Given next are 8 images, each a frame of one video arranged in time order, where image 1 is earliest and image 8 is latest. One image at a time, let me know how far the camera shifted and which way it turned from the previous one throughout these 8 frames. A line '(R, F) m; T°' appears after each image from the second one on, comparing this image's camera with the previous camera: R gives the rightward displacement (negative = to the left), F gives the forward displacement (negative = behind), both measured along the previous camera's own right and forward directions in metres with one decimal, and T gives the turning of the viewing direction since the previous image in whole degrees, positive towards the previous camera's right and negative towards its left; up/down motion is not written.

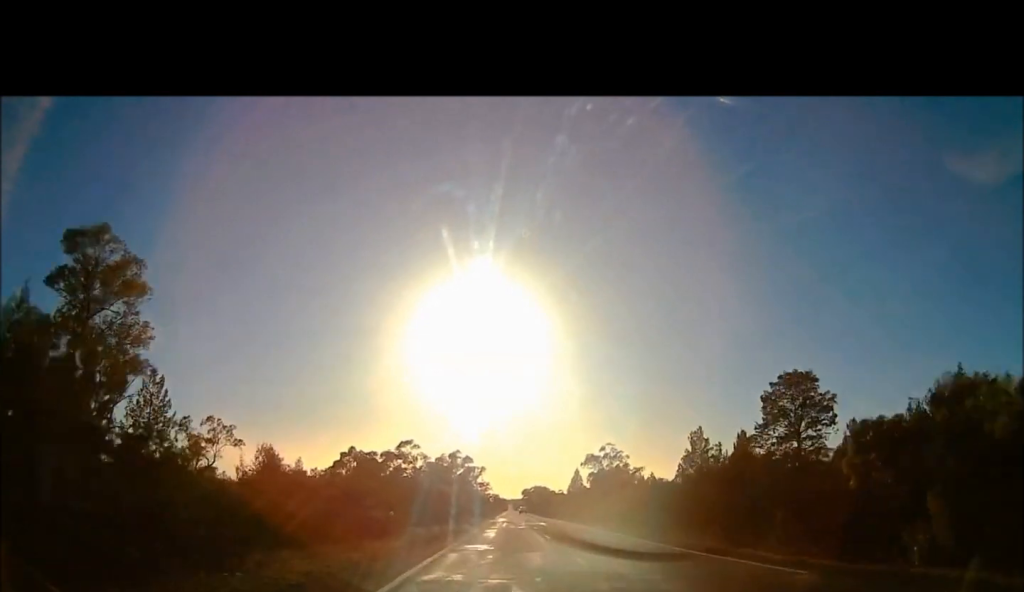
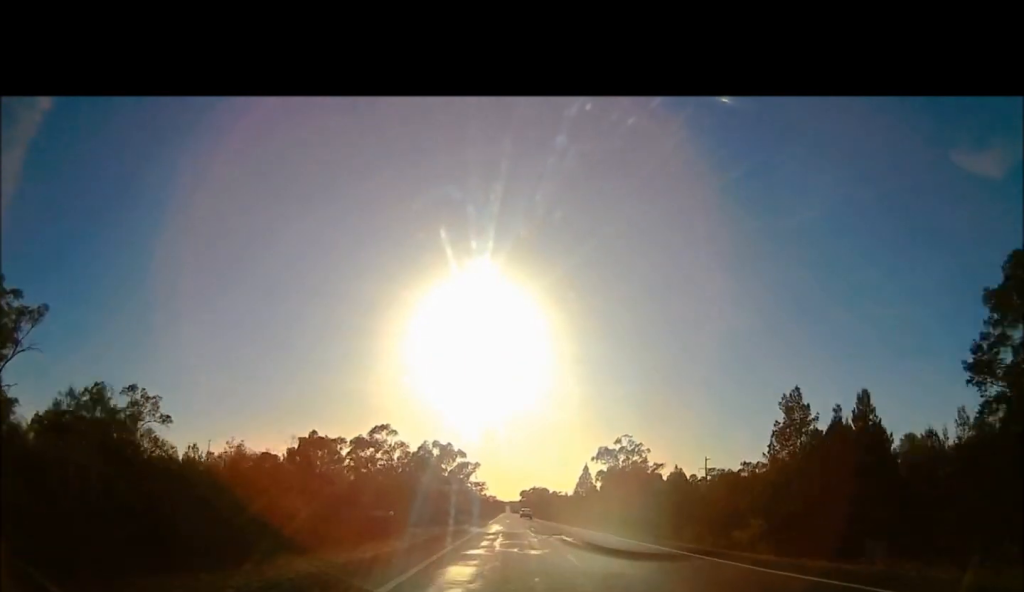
(+0.7, +21.1) m; +2°
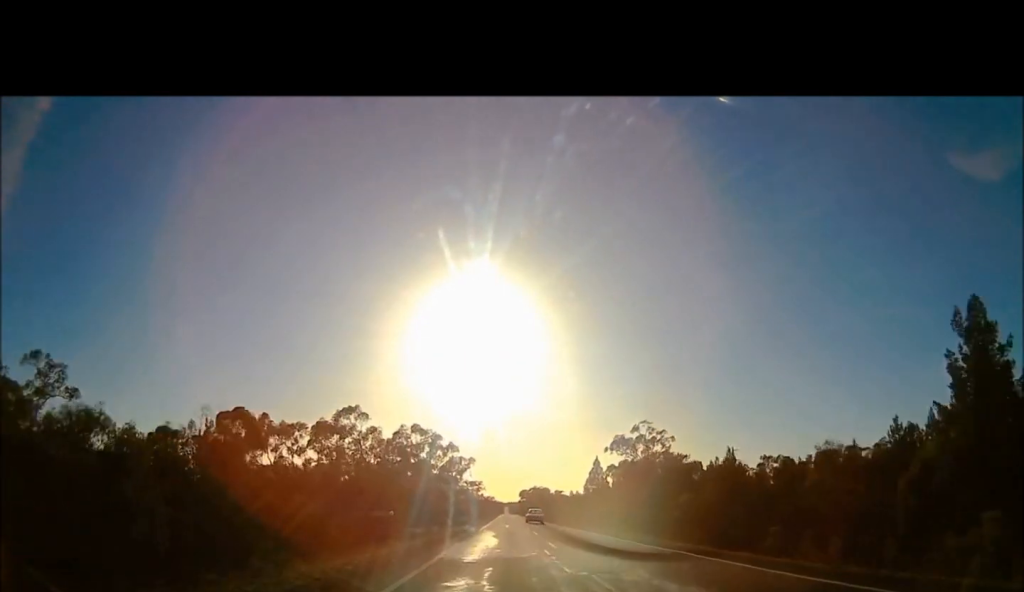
(0.0, +17.8) m; 0°
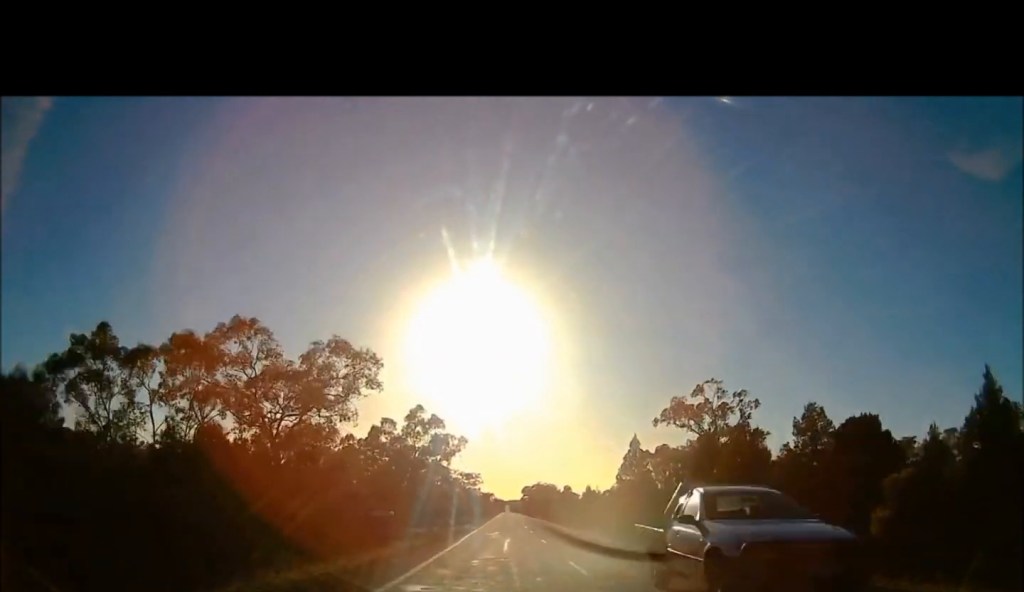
(0.0, +32.4) m; 0°
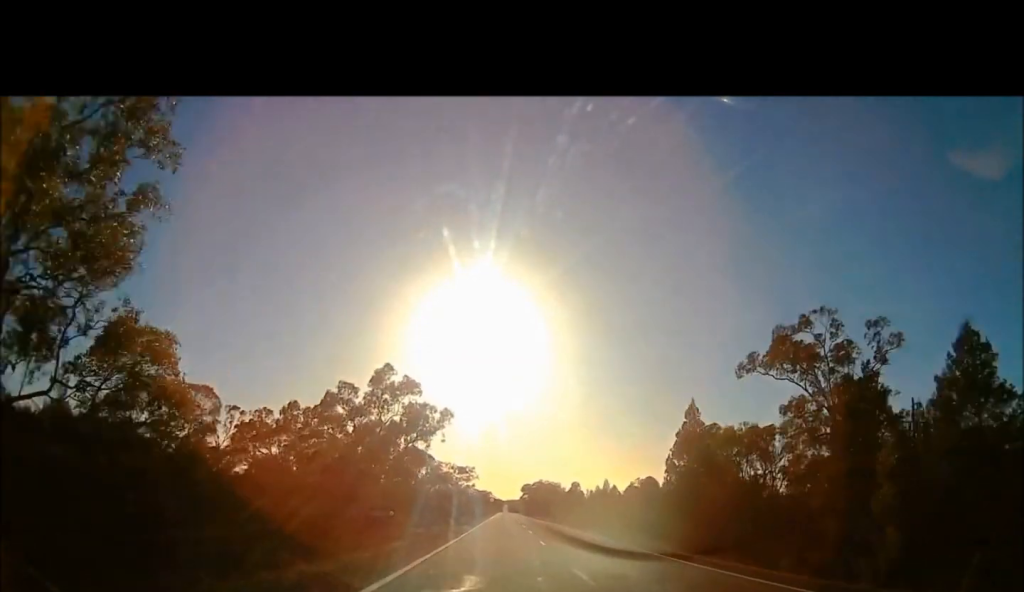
(0.0, +26.9) m; 0°
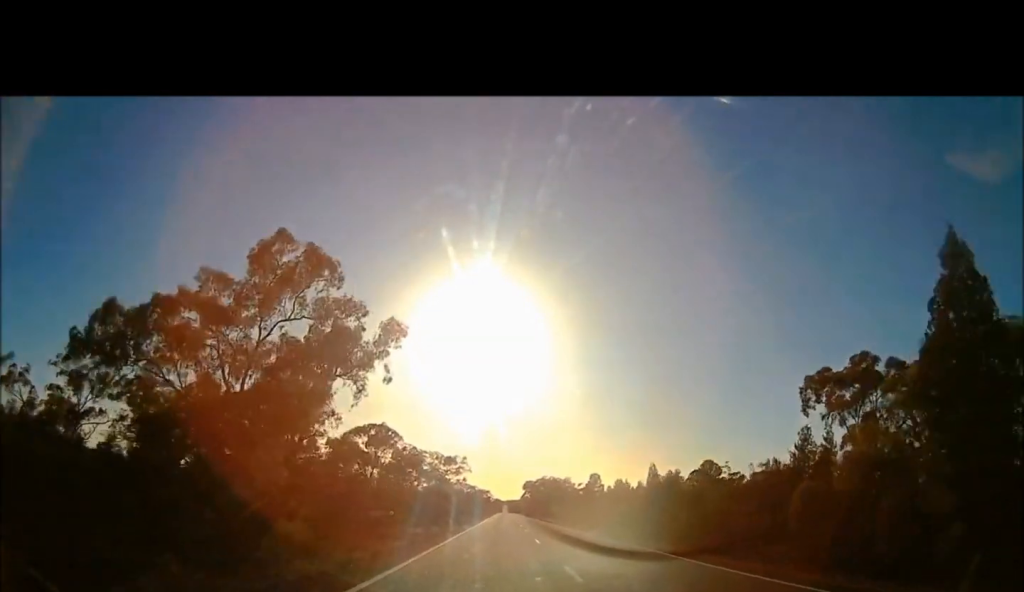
(0.0, +36.0) m; 0°
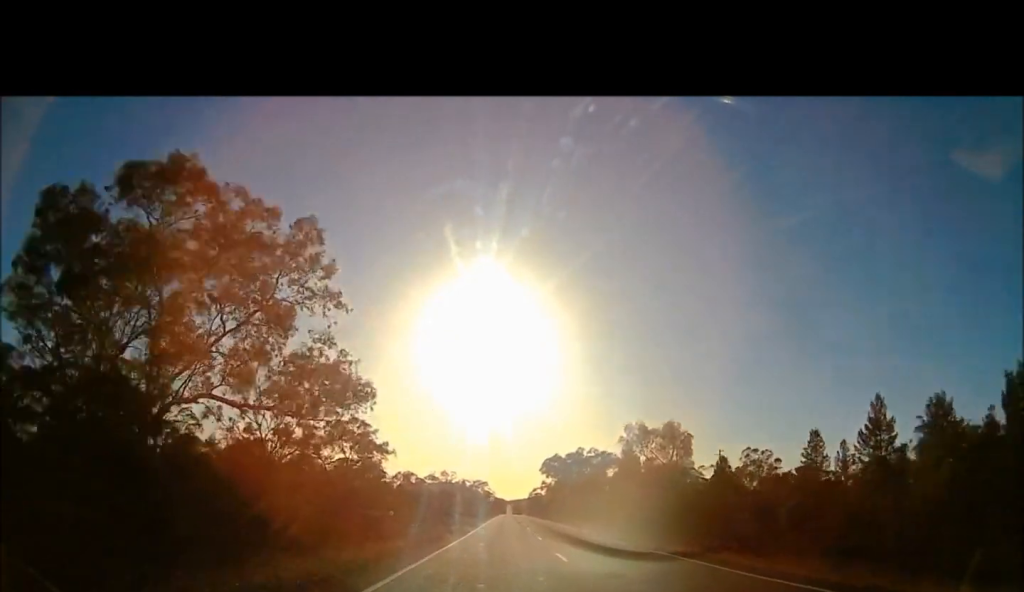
(+0.6, +114.8) m; 0°
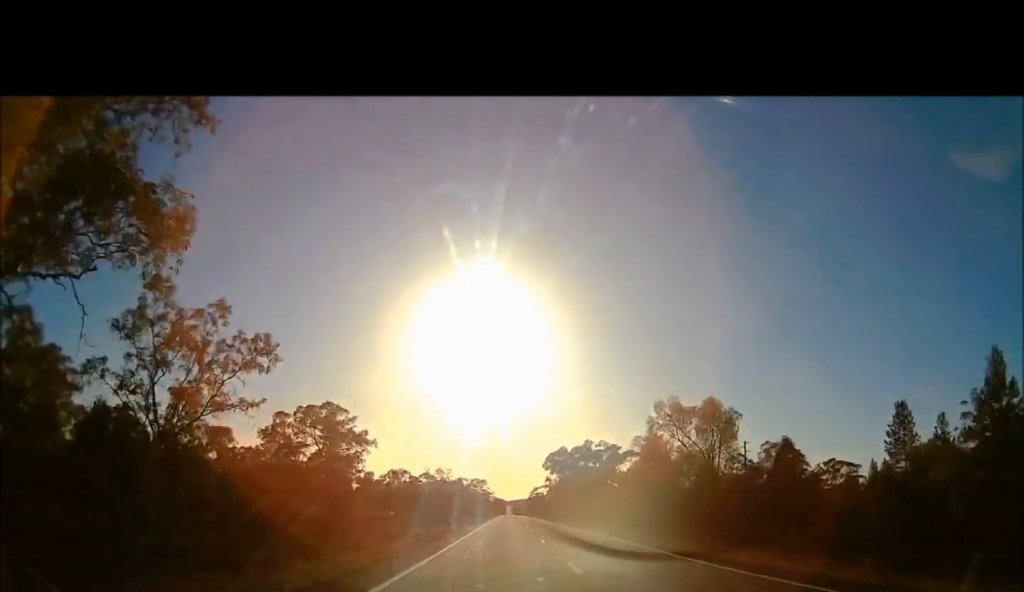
(0.0, +14.5) m; 0°
